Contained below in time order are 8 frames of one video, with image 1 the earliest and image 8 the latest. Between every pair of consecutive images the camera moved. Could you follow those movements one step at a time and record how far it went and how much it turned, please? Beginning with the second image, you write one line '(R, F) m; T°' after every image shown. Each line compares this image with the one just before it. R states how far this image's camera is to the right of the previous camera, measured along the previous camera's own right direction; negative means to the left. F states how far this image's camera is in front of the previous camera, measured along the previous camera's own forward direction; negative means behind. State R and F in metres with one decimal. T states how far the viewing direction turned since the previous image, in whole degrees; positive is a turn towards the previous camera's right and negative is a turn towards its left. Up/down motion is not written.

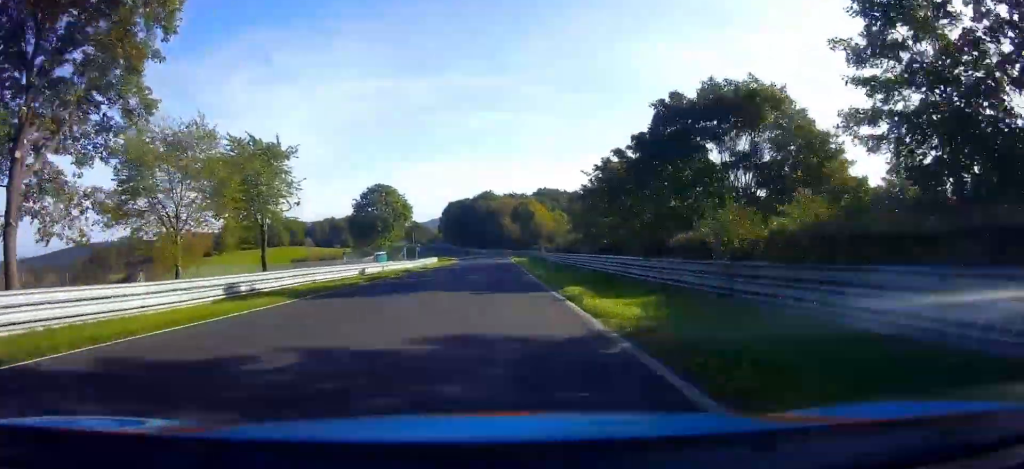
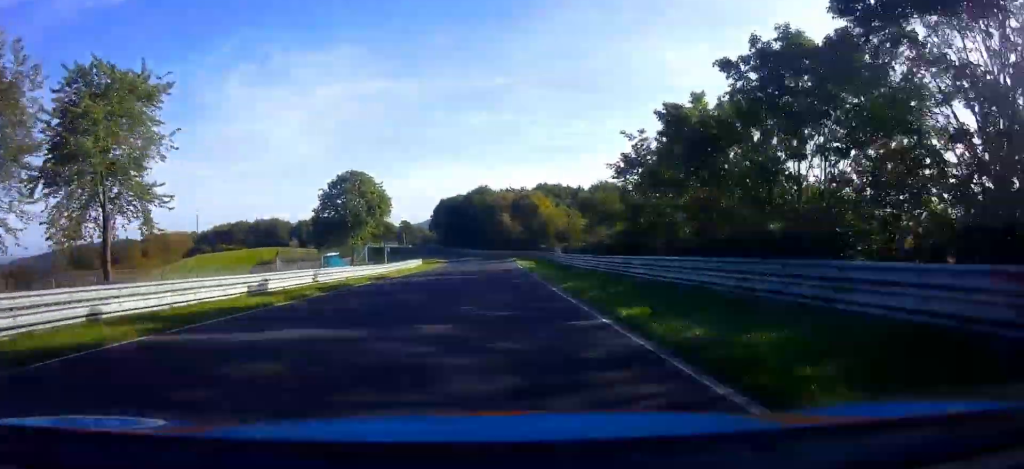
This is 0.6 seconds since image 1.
(+1.6, +11.9) m; +8°
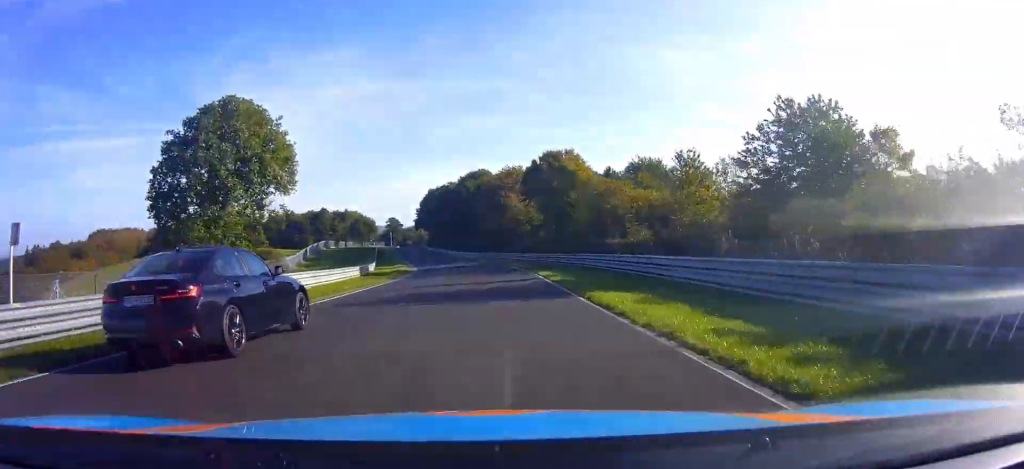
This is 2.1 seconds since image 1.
(+3.6, +31.4) m; +11°
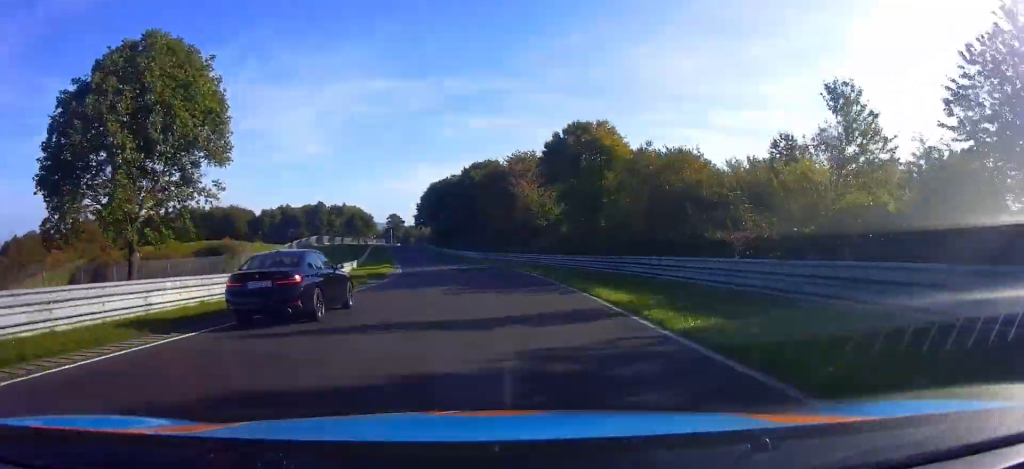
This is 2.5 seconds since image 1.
(+0.4, +11.7) m; +1°
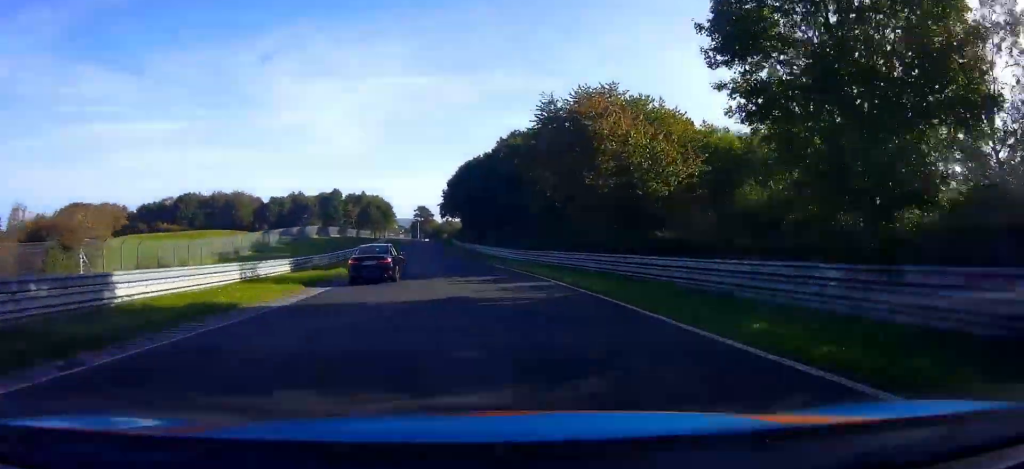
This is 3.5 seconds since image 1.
(+0.8, +27.6) m; +1°
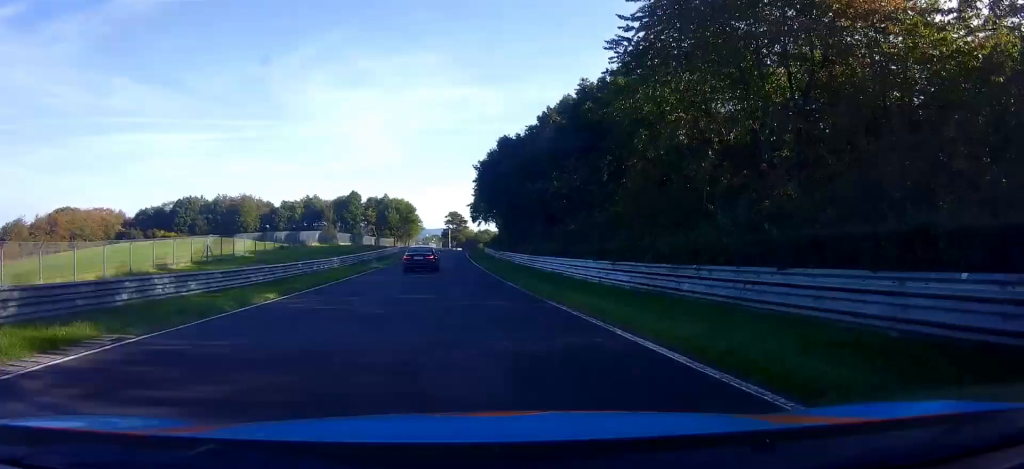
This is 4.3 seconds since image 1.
(+0.1, +24.2) m; -1°
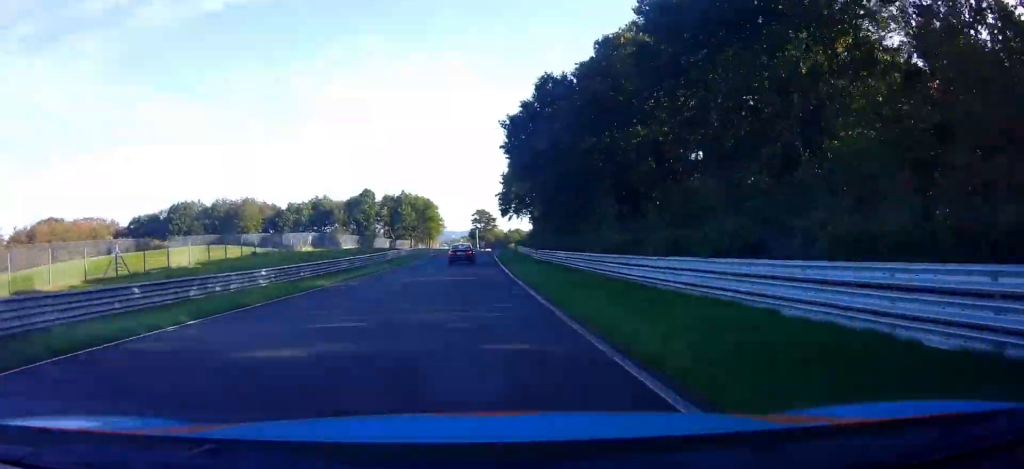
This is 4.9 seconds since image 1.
(-0.3, +20.5) m; -2°
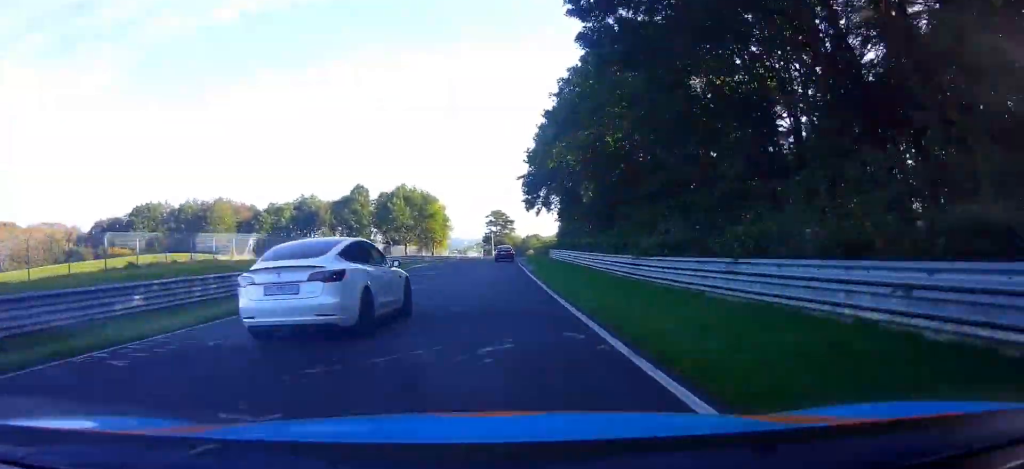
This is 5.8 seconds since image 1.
(-0.7, +27.6) m; -4°
